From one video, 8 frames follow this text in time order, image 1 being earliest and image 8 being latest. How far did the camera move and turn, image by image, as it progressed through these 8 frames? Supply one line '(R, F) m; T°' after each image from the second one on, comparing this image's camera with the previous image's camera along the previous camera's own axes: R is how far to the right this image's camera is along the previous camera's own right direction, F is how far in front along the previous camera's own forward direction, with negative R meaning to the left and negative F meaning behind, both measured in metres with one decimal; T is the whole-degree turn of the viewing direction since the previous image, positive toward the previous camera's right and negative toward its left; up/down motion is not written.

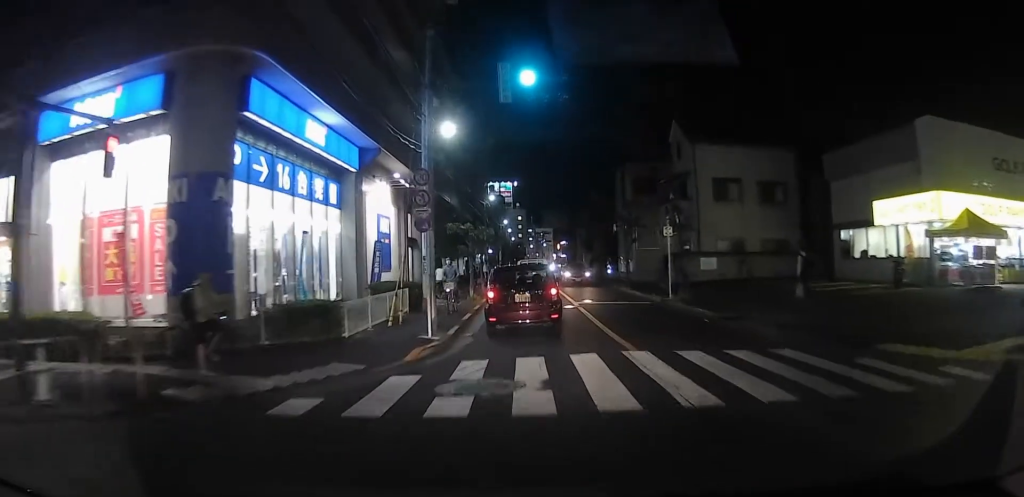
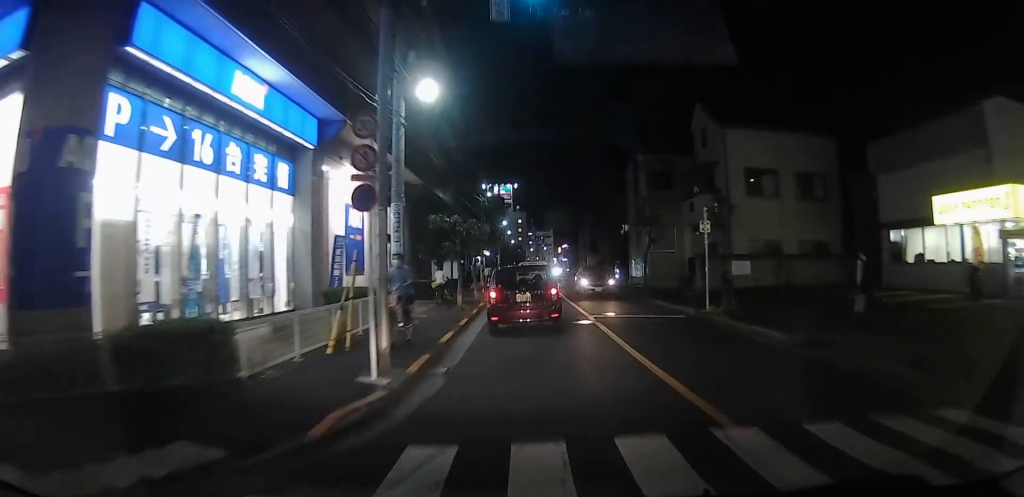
(0.0, +4.8) m; 0°
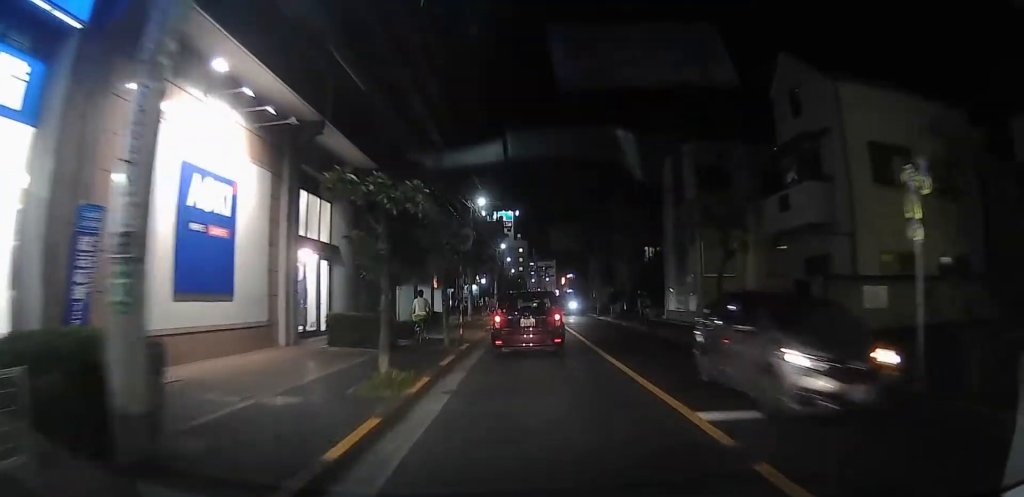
(0.0, +10.8) m; 0°
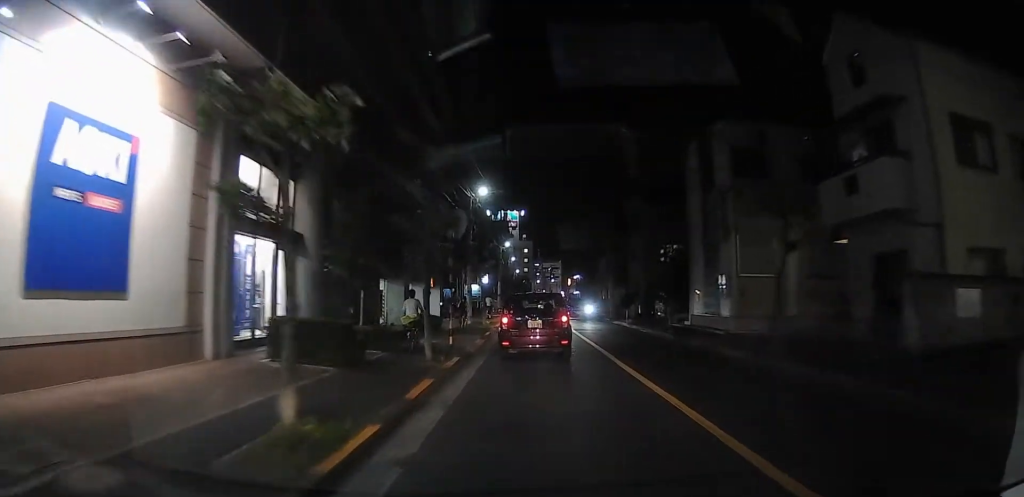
(0.0, +4.0) m; -2°
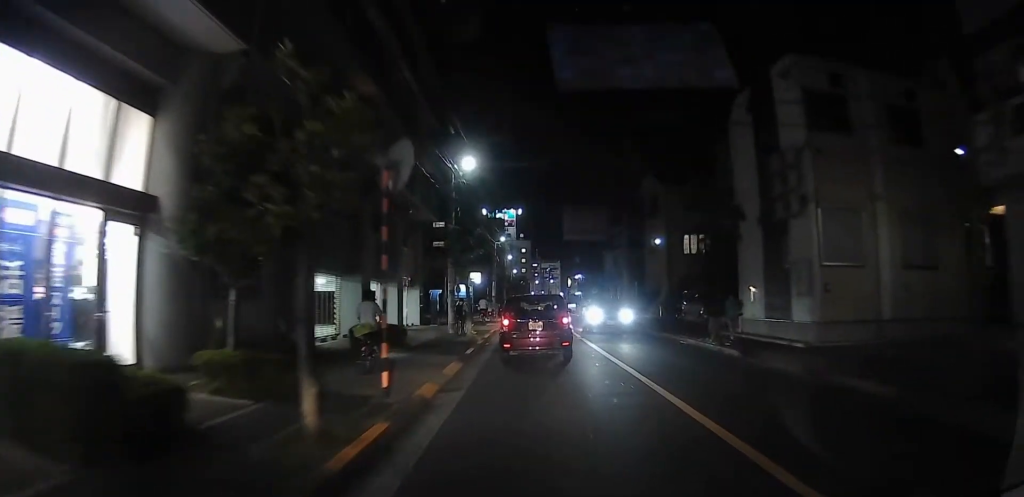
(-0.2, +7.5) m; -1°
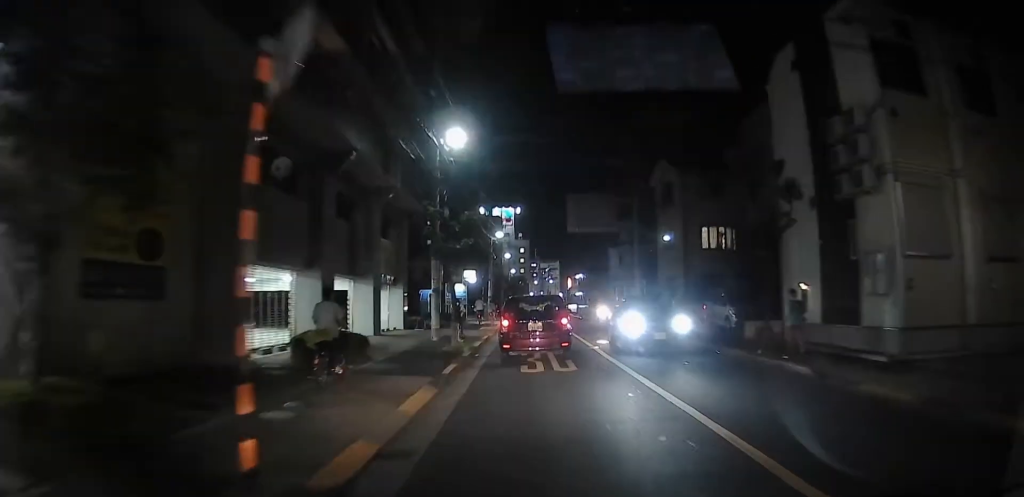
(-0.4, +4.3) m; +3°
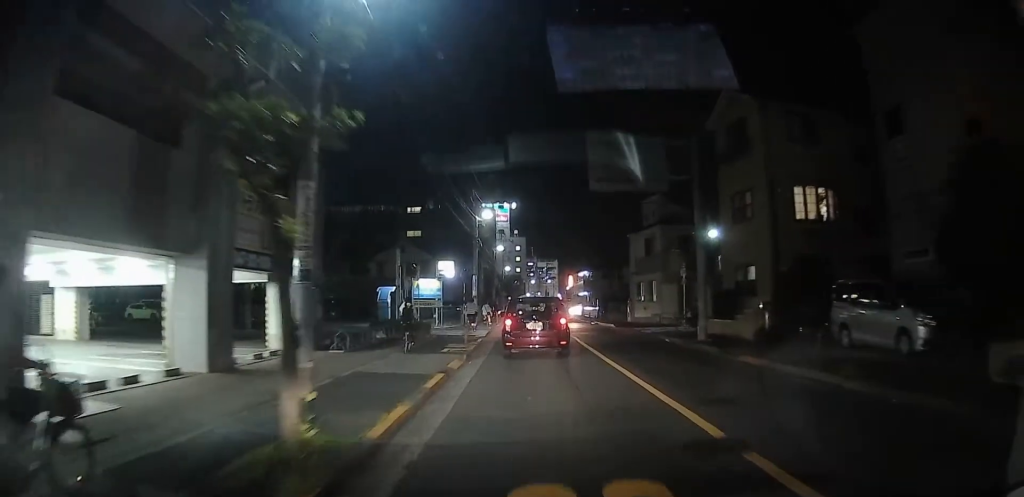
(+0.7, +12.8) m; +1°
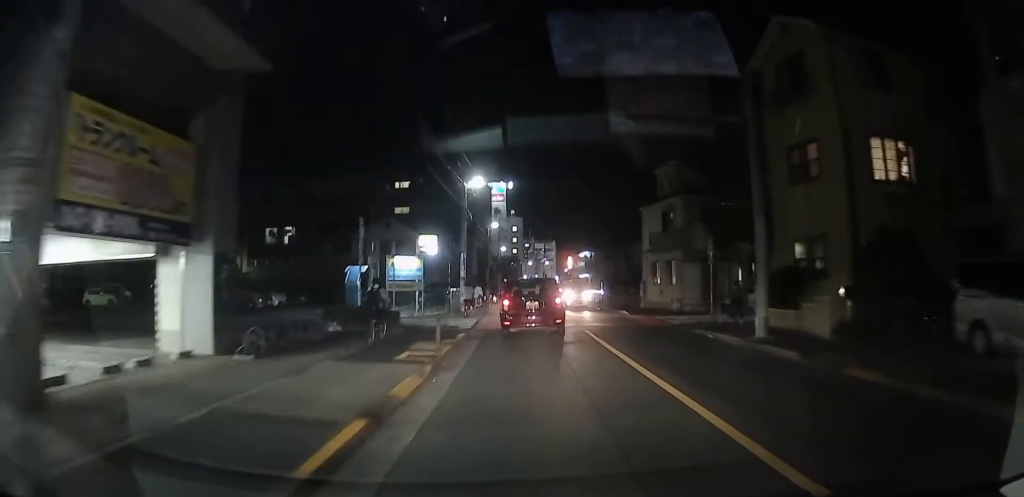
(+0.1, +5.9) m; -1°
